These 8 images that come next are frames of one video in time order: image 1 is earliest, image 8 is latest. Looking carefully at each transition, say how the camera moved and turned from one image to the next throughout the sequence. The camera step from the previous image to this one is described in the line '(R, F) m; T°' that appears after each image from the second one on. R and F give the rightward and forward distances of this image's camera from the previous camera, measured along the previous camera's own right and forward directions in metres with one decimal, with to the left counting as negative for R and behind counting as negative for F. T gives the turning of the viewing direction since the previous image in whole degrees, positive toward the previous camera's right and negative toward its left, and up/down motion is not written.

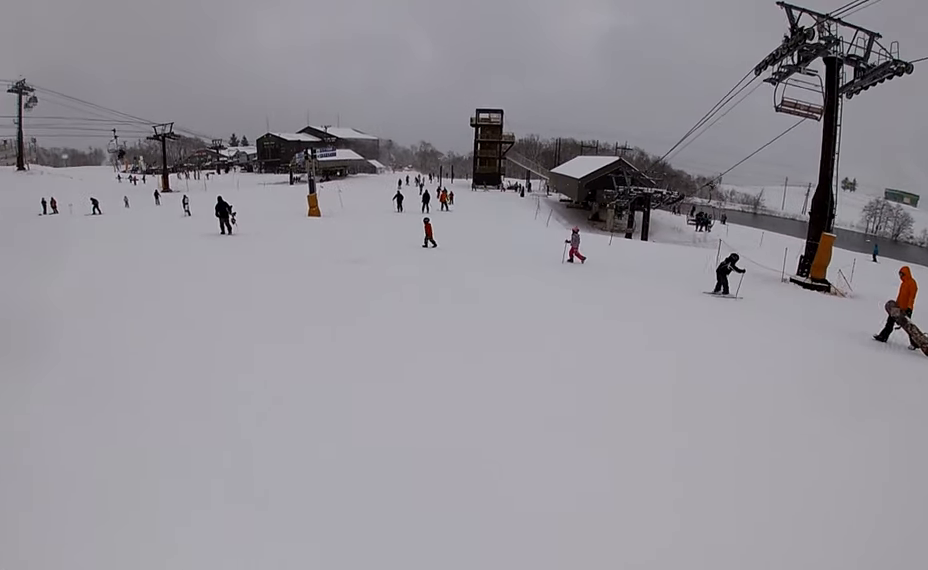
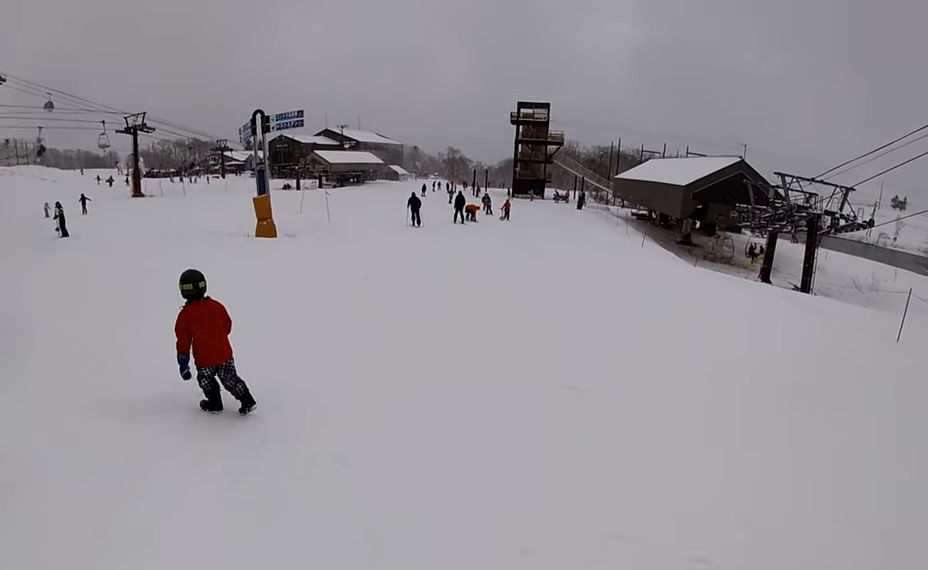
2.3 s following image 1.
(0.0, +16.1) m; 0°
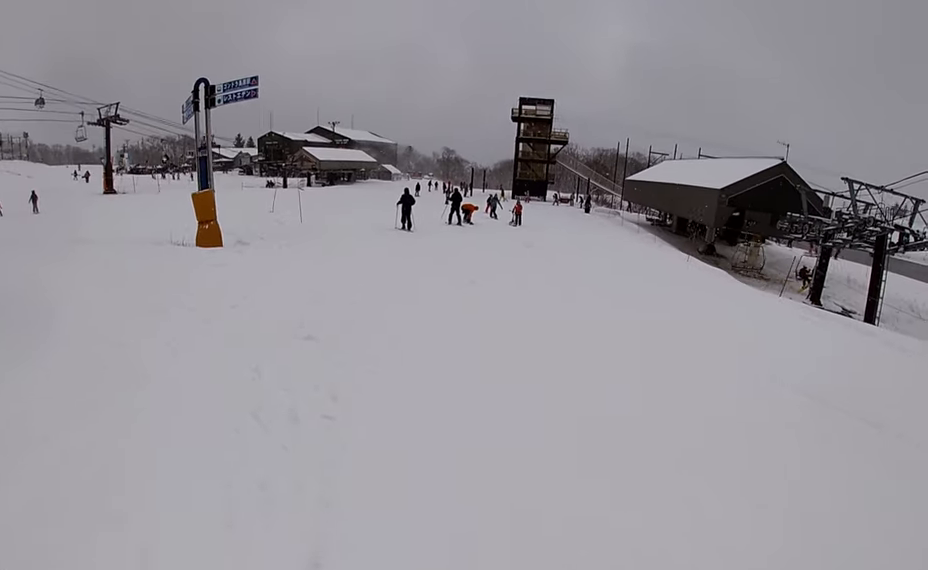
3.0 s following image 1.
(0.0, +4.9) m; 0°
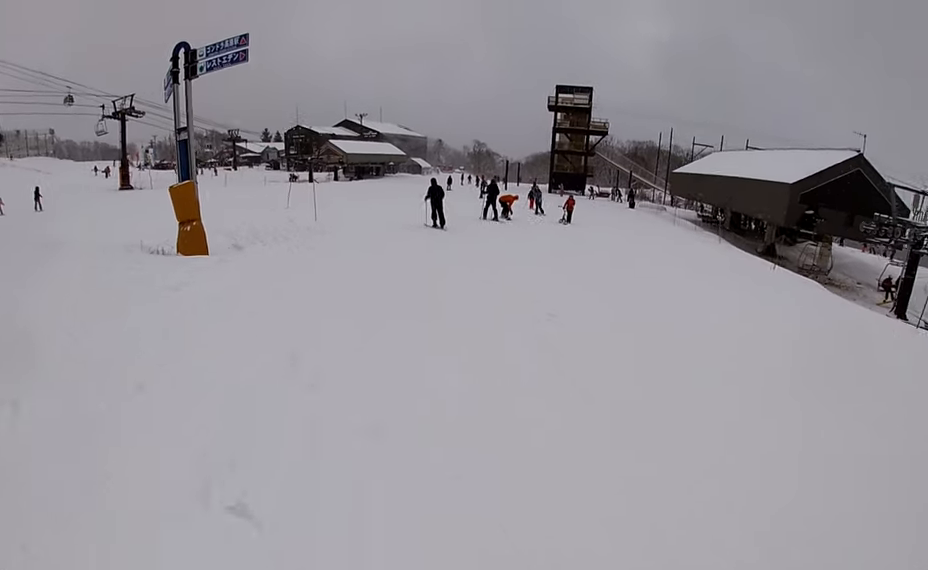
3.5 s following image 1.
(0.0, +3.4) m; 0°
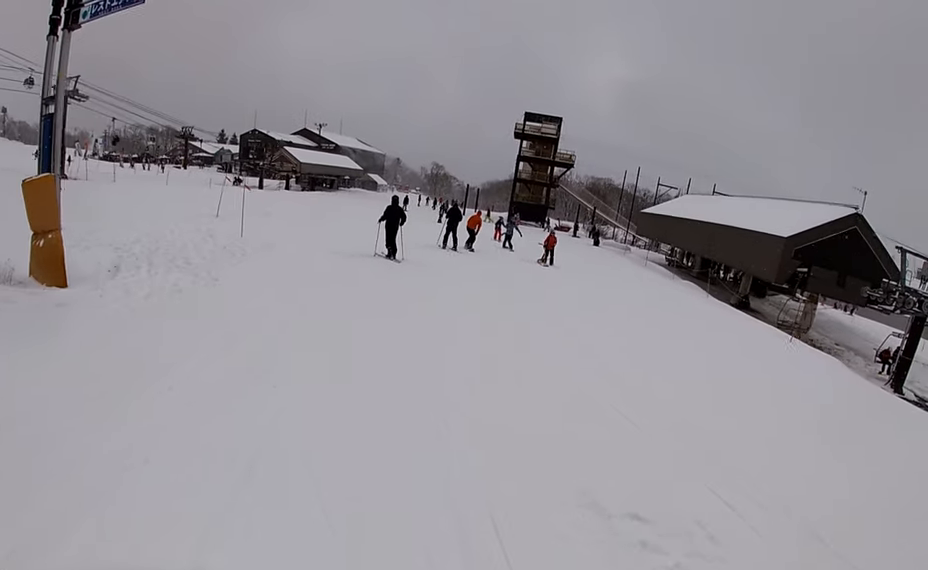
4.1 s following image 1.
(0.0, +3.8) m; 0°
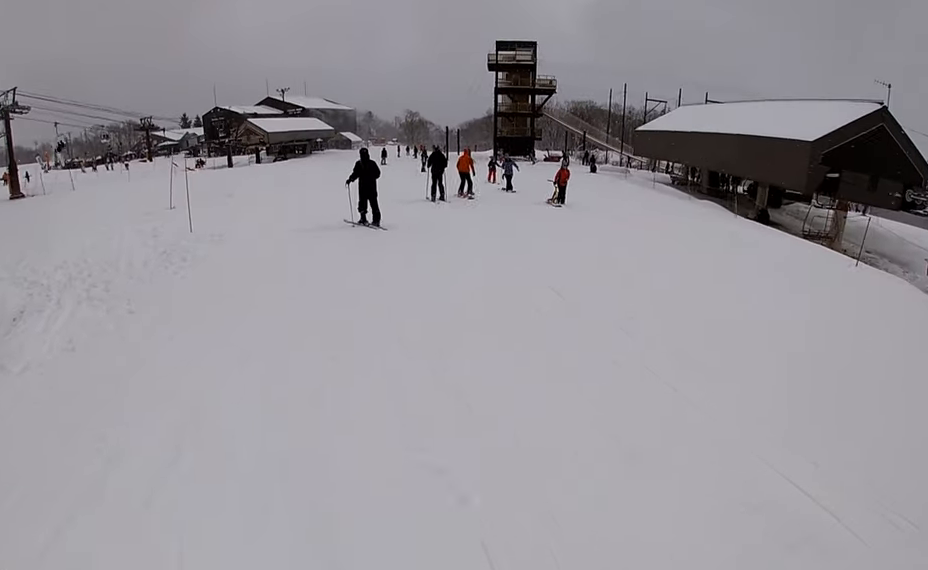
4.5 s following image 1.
(0.0, +2.6) m; 0°
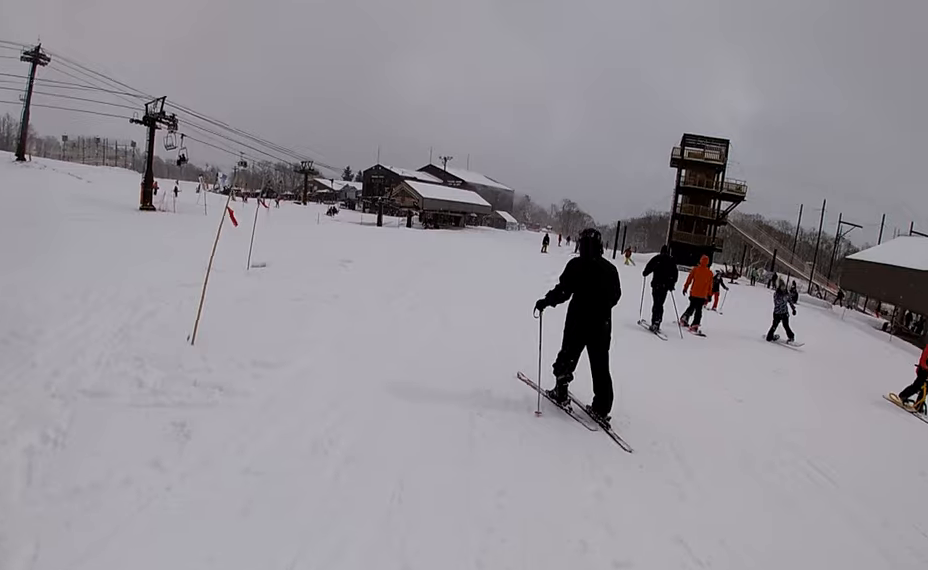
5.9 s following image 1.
(-0.2, +8.0) m; -16°
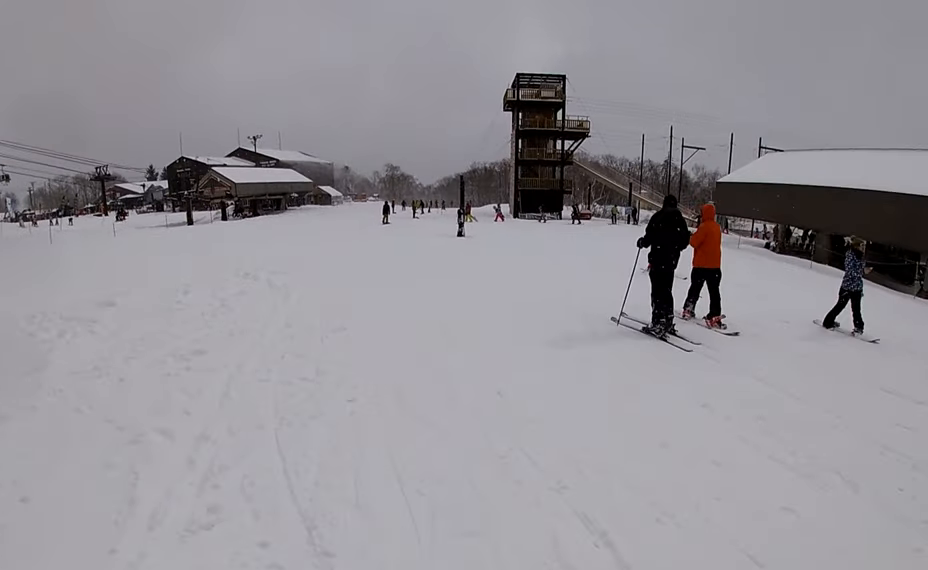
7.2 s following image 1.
(-1.1, +6.2) m; +4°
